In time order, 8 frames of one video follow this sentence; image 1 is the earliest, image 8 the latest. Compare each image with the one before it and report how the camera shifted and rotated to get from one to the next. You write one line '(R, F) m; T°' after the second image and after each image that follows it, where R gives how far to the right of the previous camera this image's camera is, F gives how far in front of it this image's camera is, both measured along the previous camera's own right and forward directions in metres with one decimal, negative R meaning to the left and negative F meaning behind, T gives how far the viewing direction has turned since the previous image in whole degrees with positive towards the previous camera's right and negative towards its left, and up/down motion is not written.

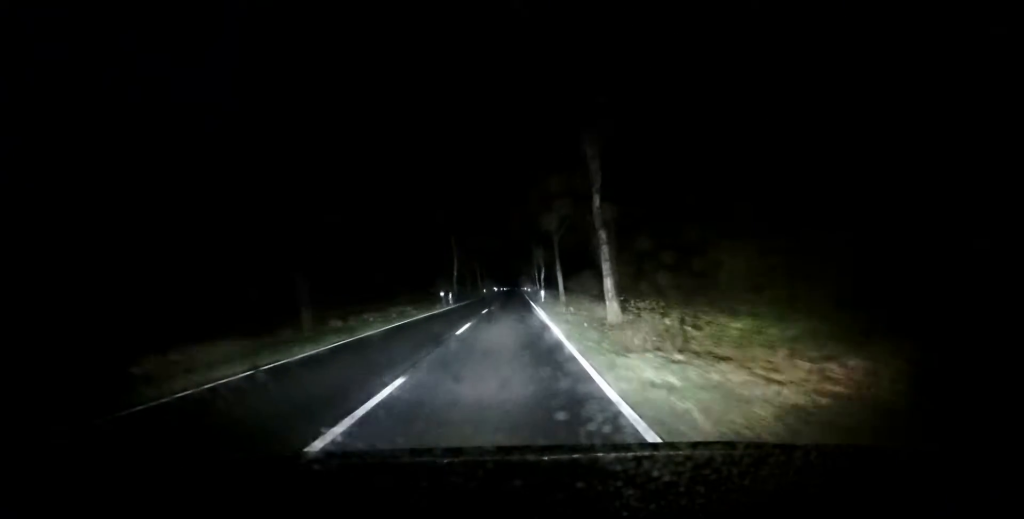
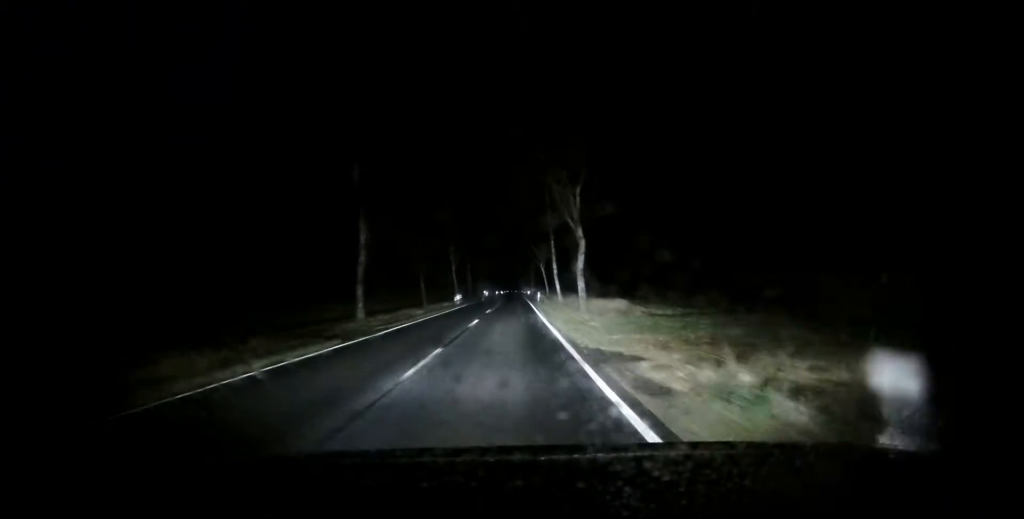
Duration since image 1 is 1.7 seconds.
(0.0, +42.9) m; 0°
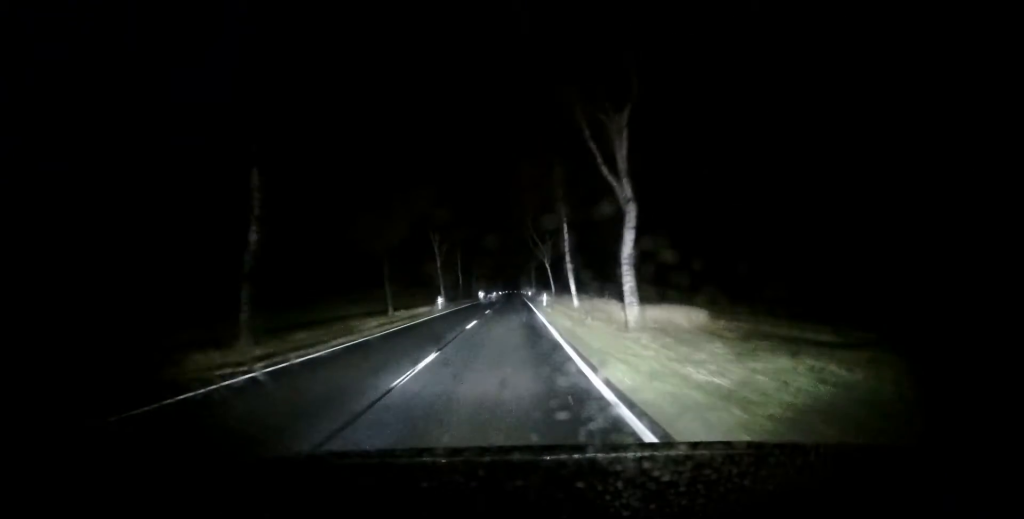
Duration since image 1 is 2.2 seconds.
(-0.2, +12.3) m; 0°
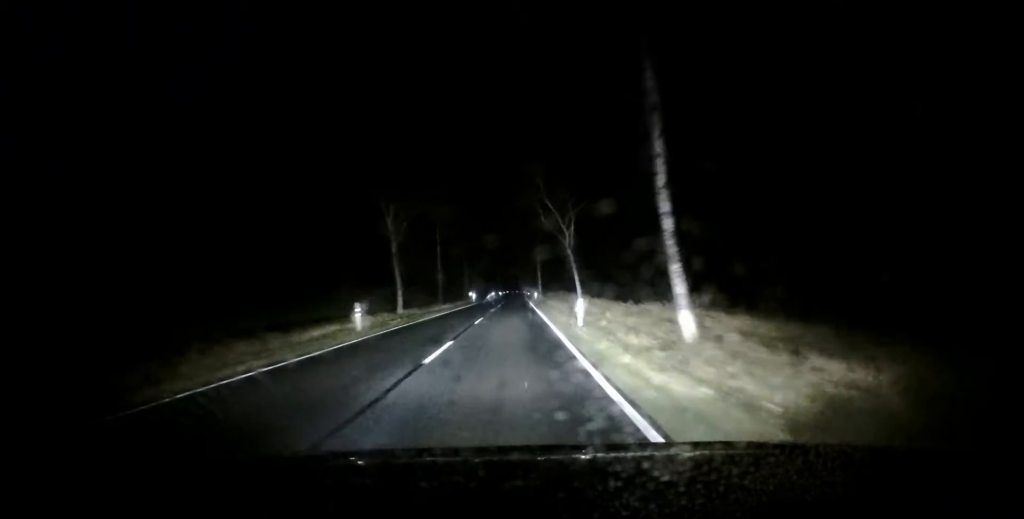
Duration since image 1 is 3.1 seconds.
(+0.3, +21.4) m; +1°
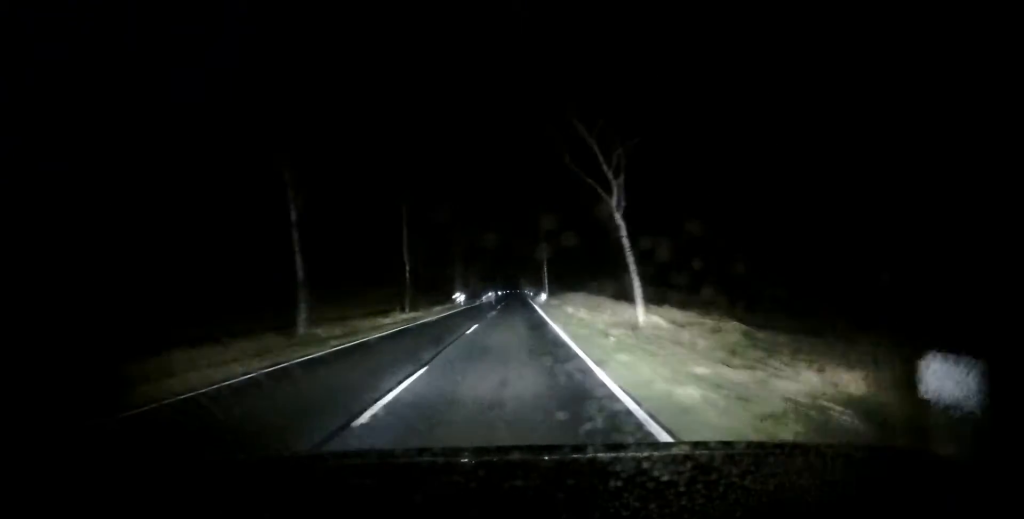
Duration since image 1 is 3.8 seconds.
(0.0, +16.5) m; 0°
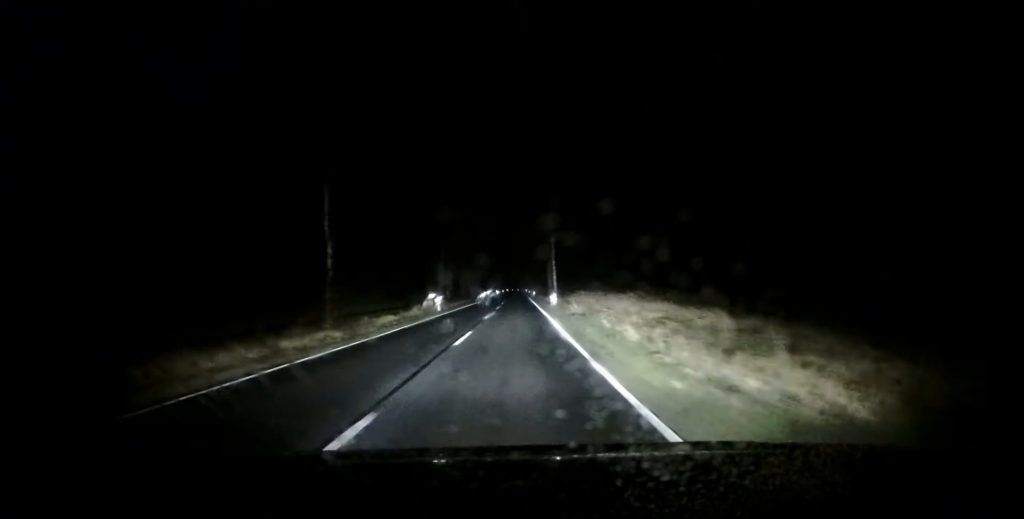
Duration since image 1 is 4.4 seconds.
(0.0, +15.7) m; -1°
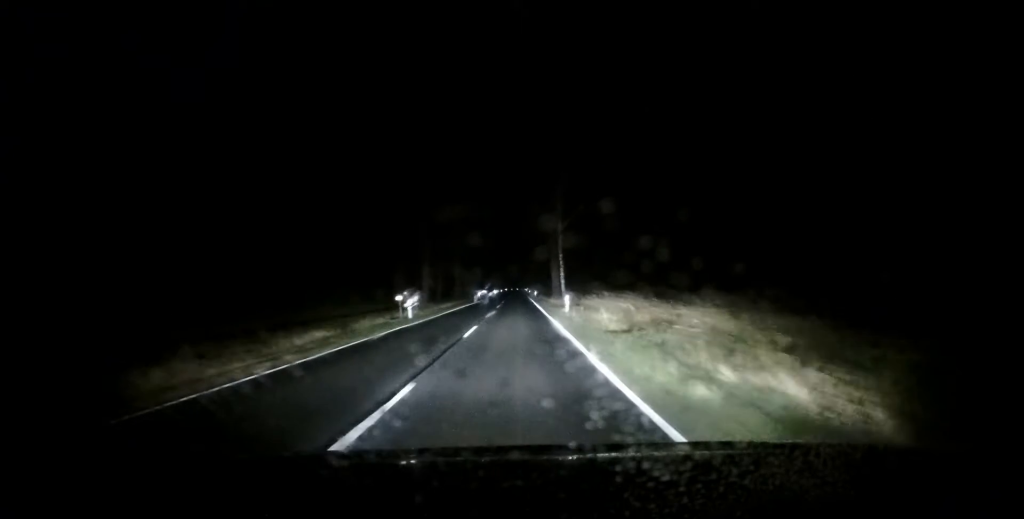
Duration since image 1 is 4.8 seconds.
(-0.1, +9.9) m; 0°
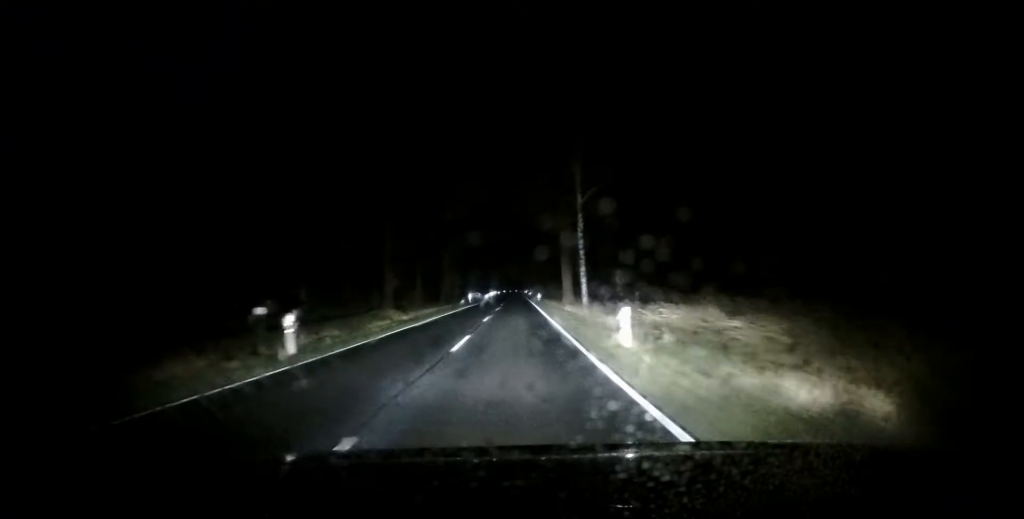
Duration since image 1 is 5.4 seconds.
(-0.1, +14.9) m; 0°
